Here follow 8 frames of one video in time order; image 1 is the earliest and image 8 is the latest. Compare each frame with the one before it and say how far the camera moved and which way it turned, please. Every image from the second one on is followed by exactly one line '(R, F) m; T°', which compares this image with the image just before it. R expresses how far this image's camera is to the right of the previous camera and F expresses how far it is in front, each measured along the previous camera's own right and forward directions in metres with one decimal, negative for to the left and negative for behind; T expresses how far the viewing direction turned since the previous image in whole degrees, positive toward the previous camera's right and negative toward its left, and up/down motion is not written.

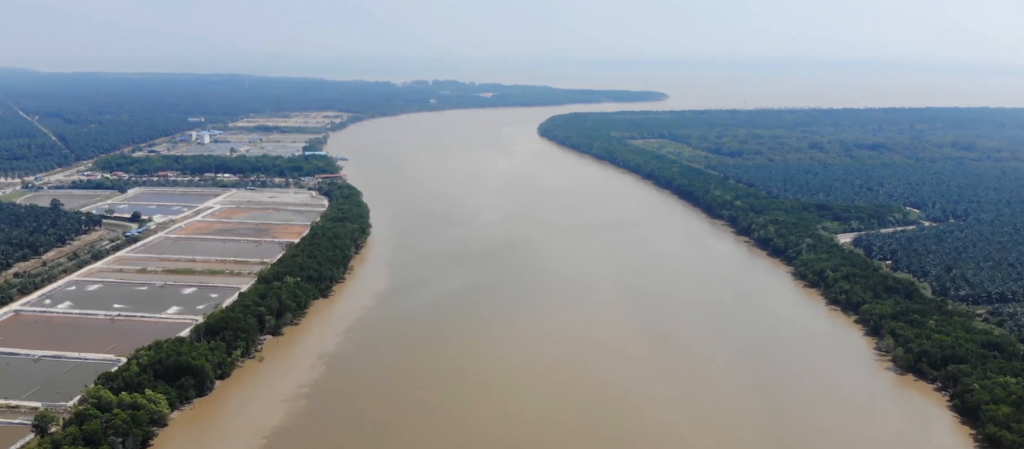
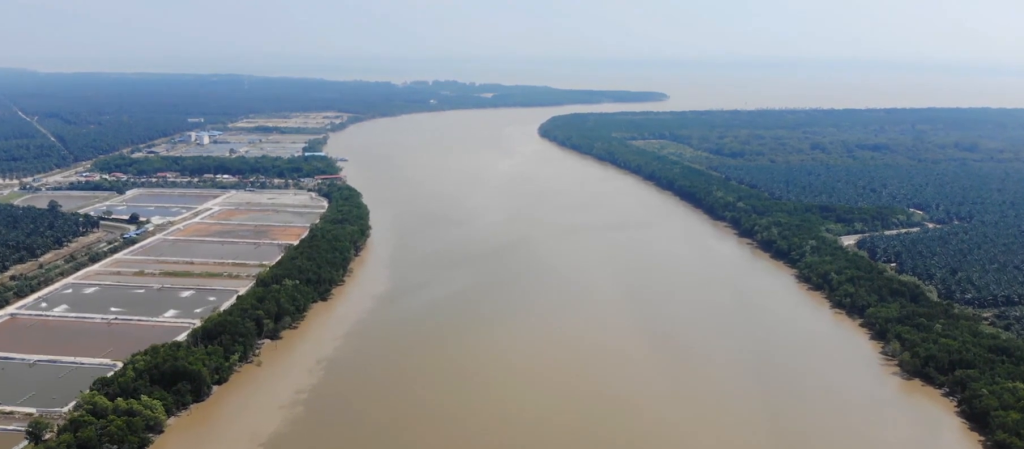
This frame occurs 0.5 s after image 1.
(0.0, +6.1) m; 0°
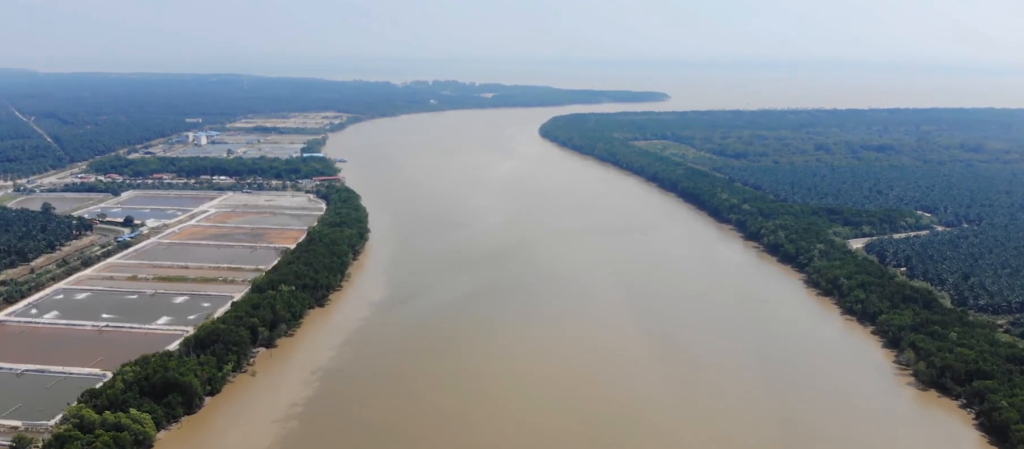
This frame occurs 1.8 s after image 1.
(0.0, +14.0) m; 0°
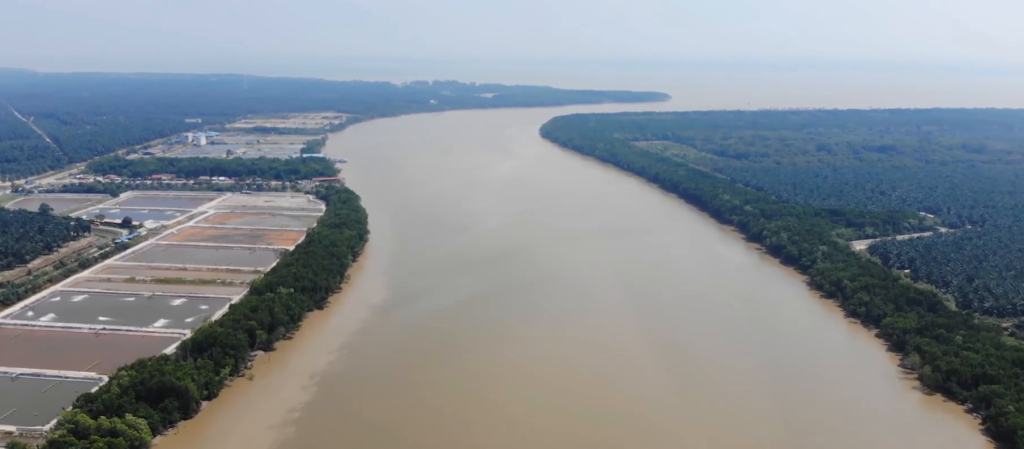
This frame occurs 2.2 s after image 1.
(0.0, +4.8) m; 0°
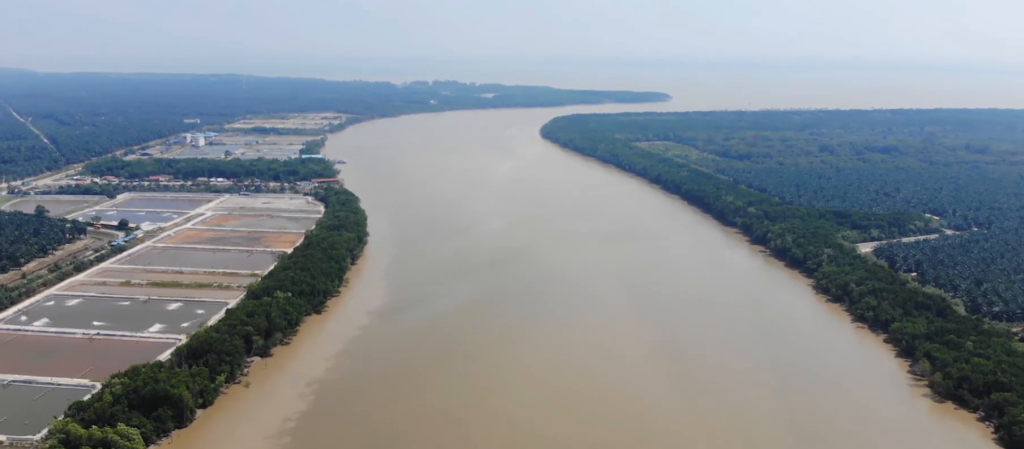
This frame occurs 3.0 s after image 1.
(0.0, +8.9) m; 0°
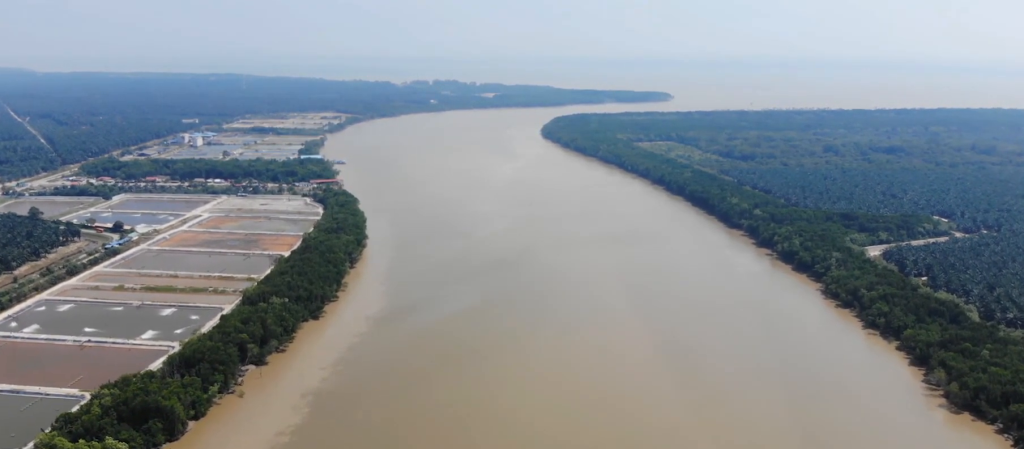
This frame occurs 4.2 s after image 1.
(0.0, +13.3) m; 0°
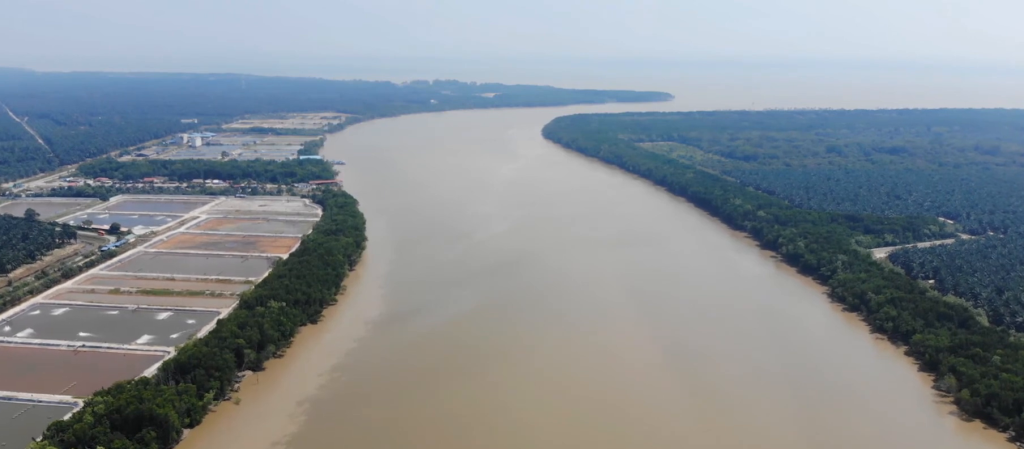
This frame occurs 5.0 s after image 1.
(0.0, +8.4) m; 0°
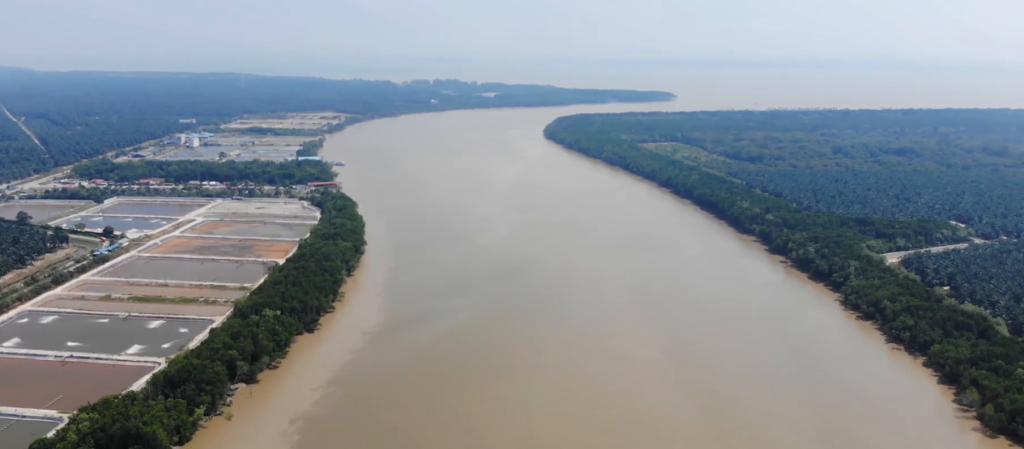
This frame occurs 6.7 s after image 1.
(-0.1, +17.4) m; -1°
